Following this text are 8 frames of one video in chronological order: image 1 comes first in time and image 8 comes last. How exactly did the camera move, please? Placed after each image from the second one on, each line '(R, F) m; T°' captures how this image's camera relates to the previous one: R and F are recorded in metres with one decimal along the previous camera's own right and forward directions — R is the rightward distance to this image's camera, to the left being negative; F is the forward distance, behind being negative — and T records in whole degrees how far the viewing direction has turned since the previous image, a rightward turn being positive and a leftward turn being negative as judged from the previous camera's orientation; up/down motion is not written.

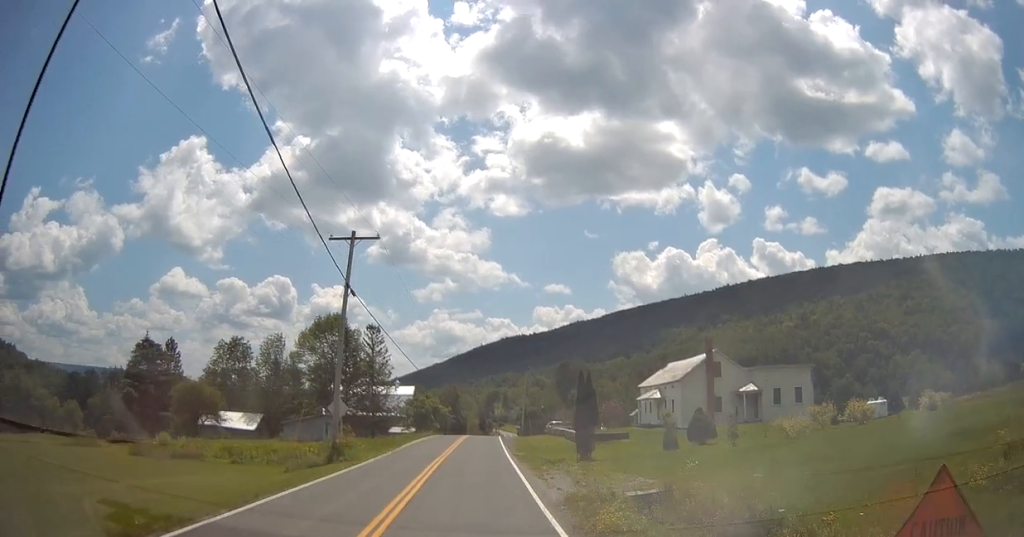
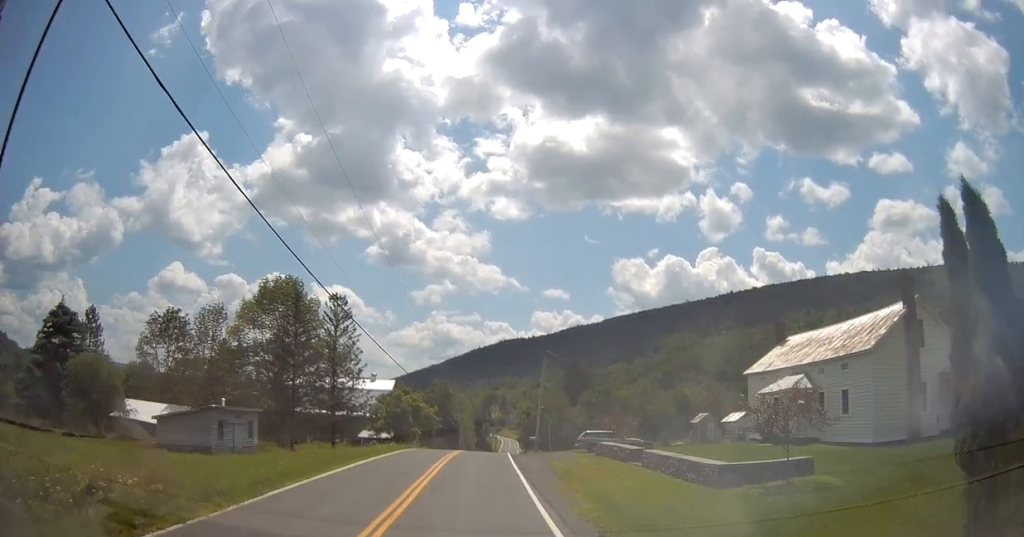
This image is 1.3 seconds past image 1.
(+0.1, +21.8) m; 0°
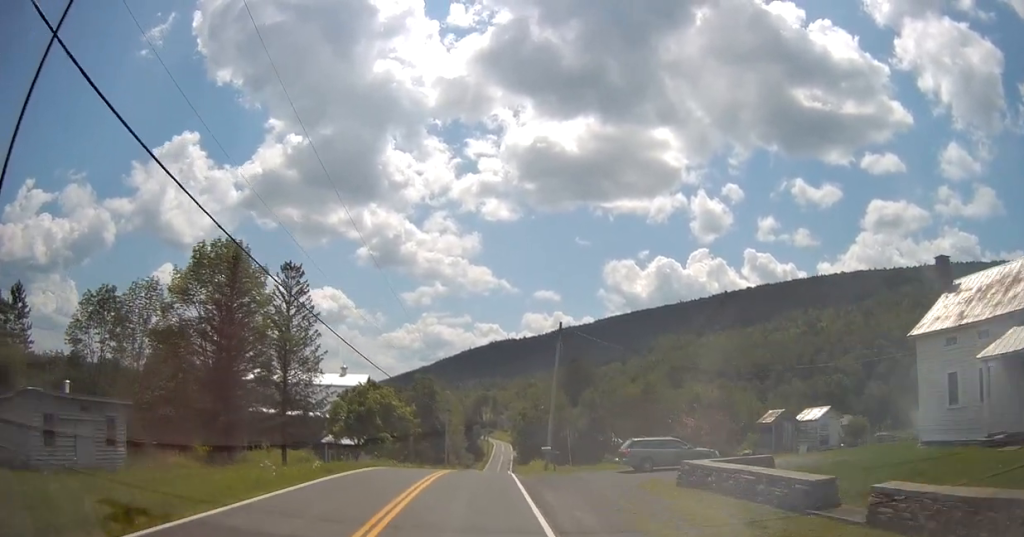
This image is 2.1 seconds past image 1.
(-0.1, +14.2) m; +1°
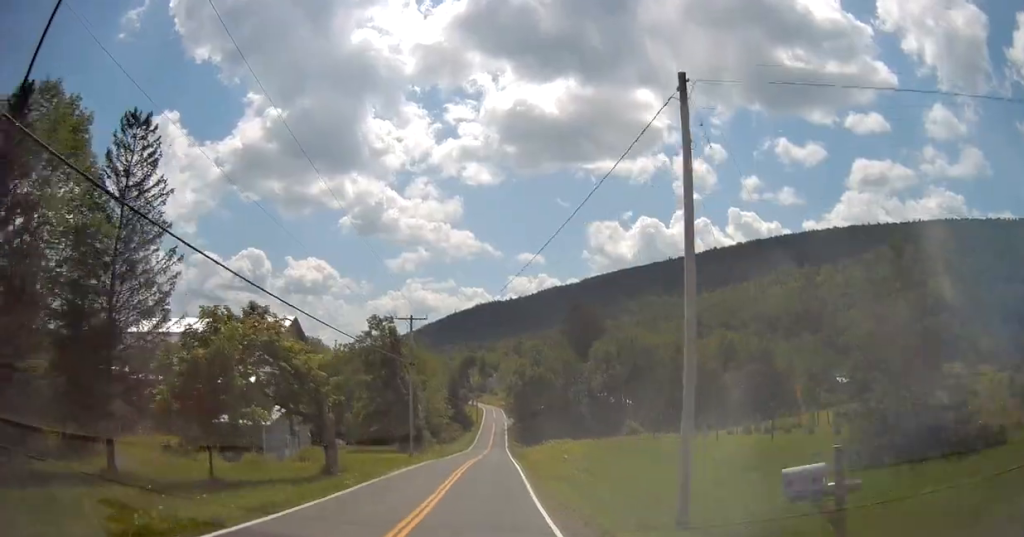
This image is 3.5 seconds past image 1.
(+0.6, +26.0) m; +2°
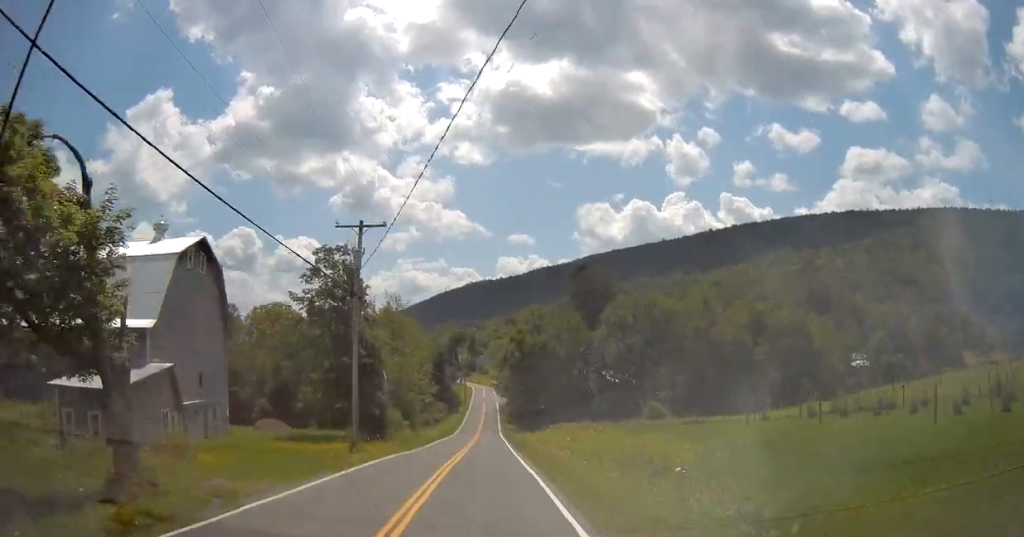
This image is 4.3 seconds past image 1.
(+0.2, +16.8) m; 0°
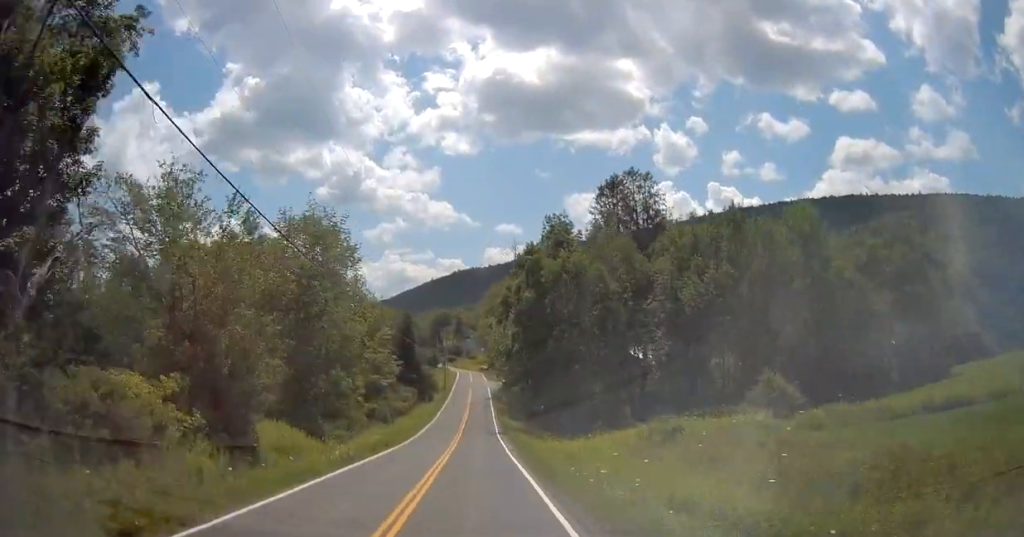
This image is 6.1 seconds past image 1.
(-0.1, +35.0) m; 0°
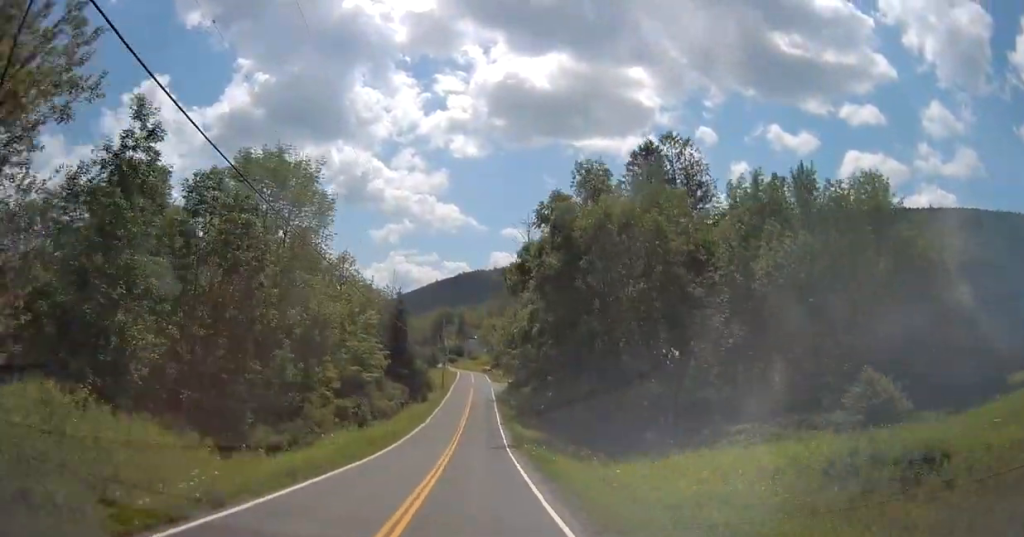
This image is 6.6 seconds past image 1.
(0.0, +11.8) m; 0°
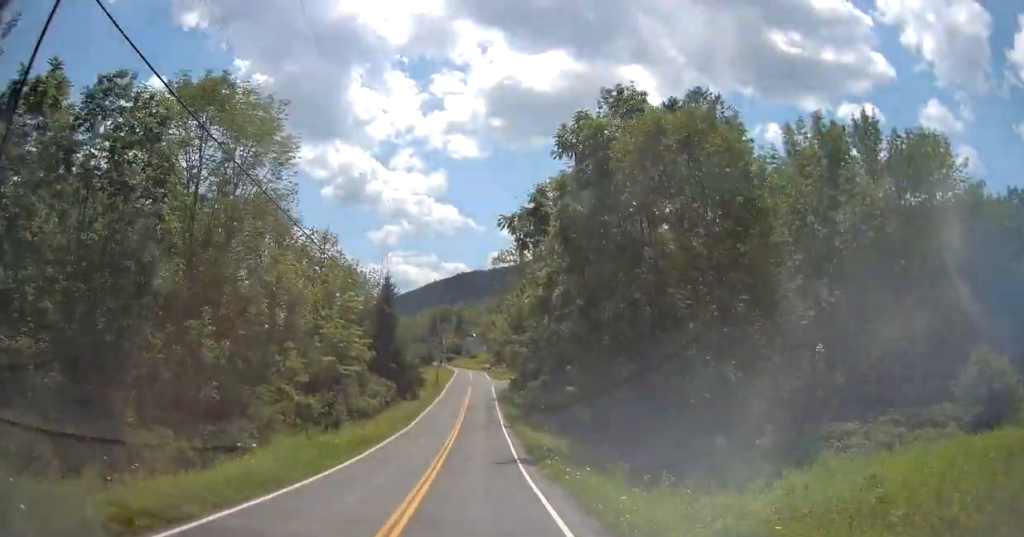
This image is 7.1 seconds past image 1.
(-0.1, +9.1) m; 0°
